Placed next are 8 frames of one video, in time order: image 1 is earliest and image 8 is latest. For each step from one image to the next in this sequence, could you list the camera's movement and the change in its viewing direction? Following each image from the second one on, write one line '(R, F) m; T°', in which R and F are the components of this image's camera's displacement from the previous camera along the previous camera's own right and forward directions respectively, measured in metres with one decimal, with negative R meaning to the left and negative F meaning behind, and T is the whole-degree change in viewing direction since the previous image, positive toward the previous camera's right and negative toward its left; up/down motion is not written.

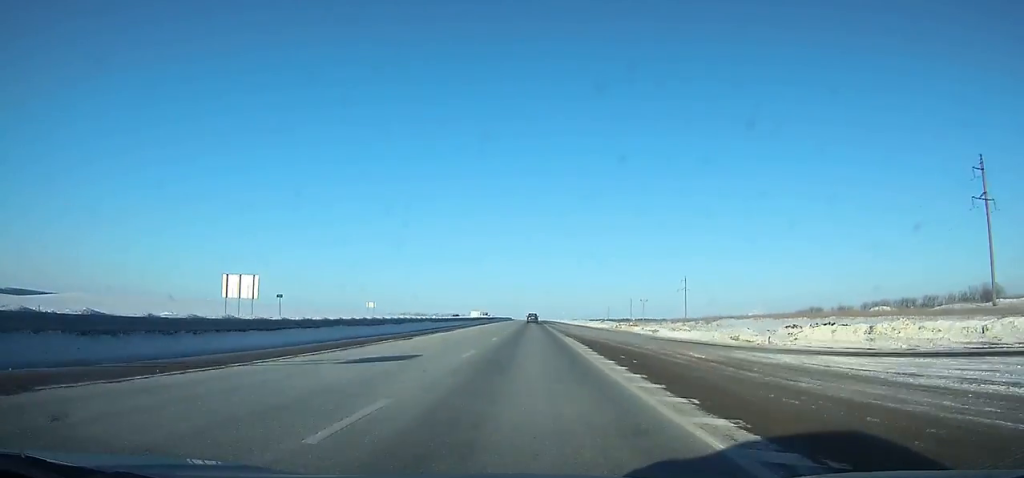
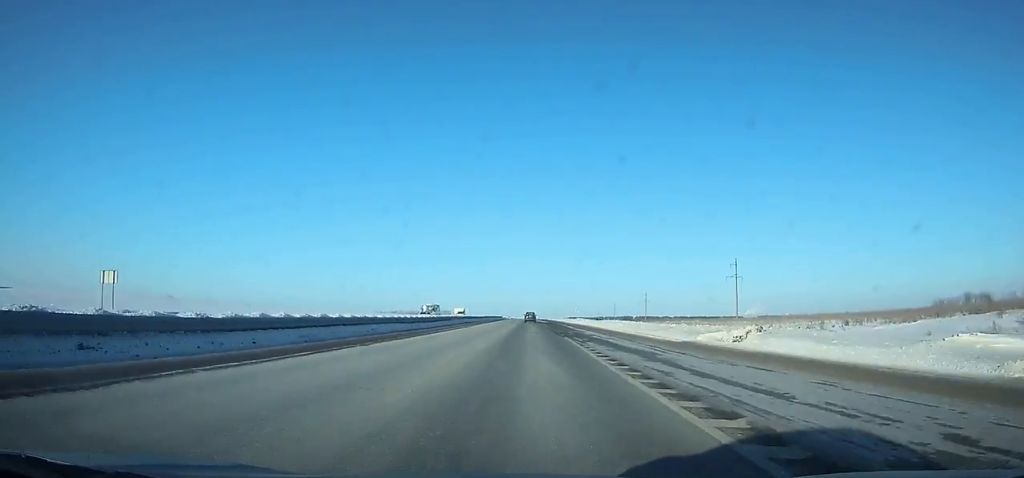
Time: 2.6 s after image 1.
(0.0, +70.3) m; 0°
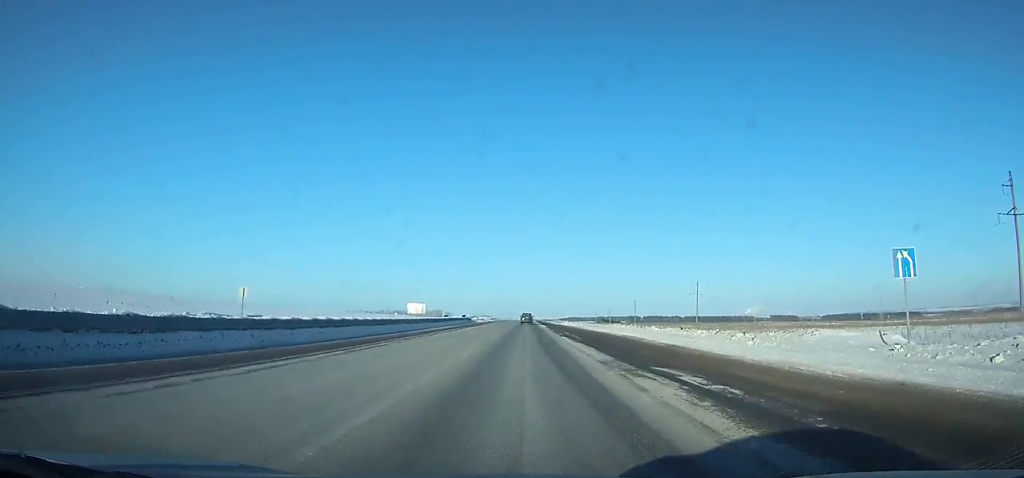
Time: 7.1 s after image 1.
(0.0, +122.4) m; 0°
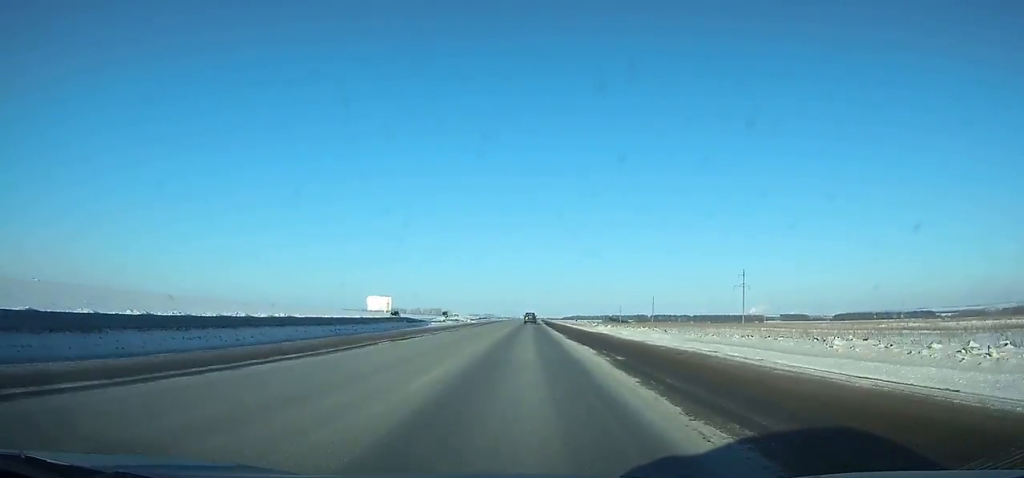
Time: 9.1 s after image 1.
(0.0, +54.7) m; 0°
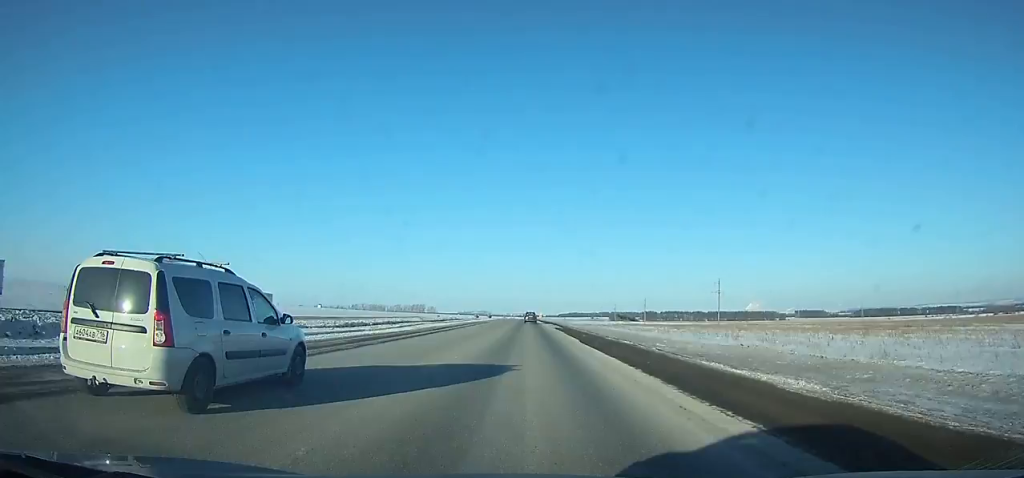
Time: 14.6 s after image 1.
(+0.6, +151.9) m; 0°
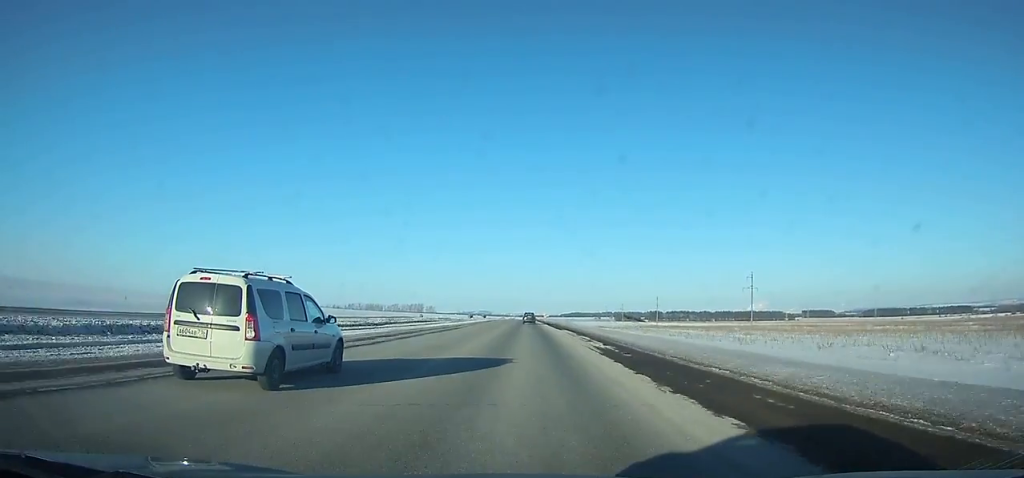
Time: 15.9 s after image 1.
(+0.1, +36.2) m; 0°
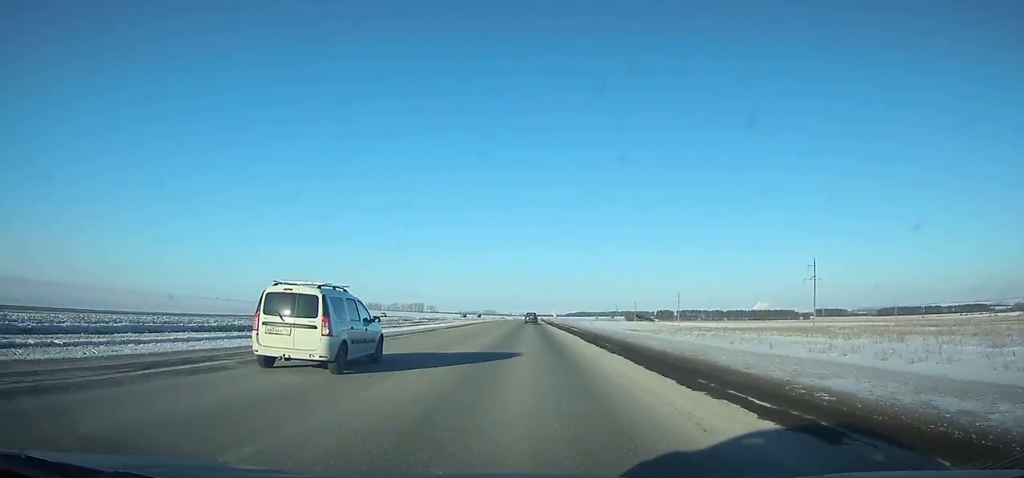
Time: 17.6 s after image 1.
(-0.1, +47.4) m; 0°
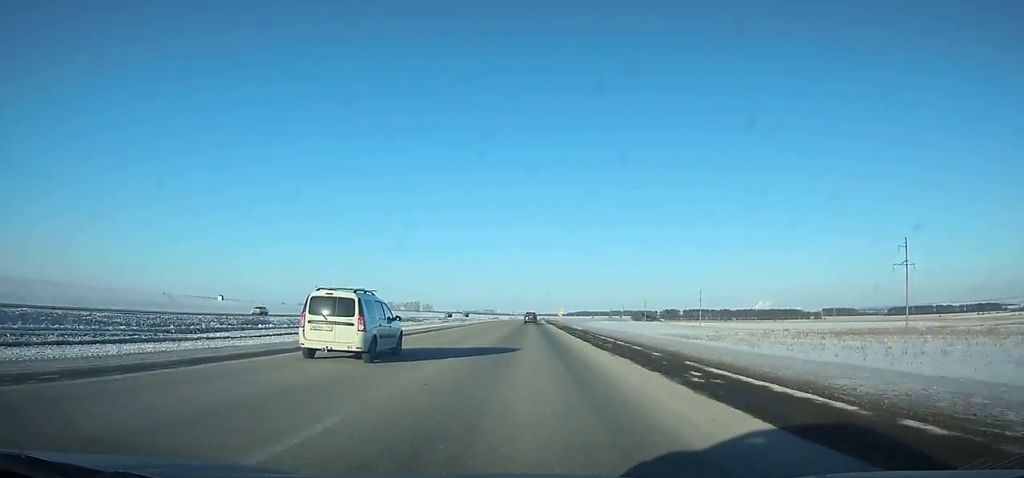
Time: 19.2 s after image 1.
(0.0, +44.7) m; 0°
